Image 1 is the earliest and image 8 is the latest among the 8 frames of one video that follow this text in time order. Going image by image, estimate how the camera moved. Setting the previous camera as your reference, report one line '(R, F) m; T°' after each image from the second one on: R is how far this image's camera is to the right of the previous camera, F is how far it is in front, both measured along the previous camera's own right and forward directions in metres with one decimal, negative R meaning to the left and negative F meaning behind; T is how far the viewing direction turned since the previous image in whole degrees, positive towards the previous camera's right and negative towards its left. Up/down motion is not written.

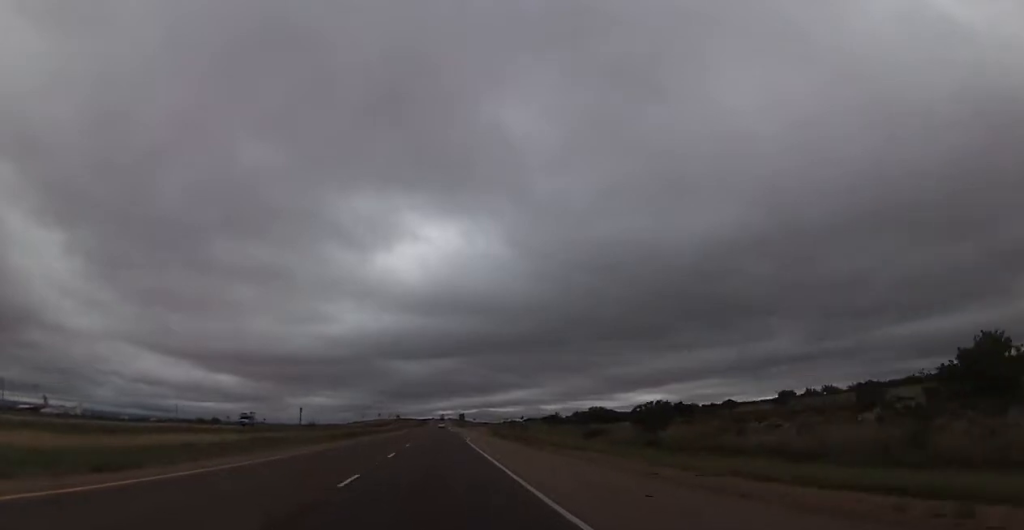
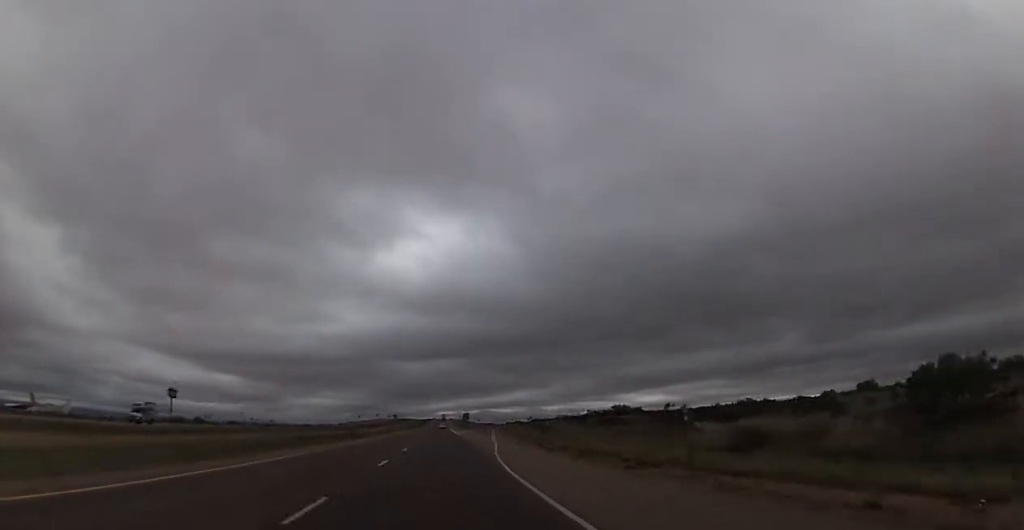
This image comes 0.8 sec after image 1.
(0.0, +29.2) m; 0°
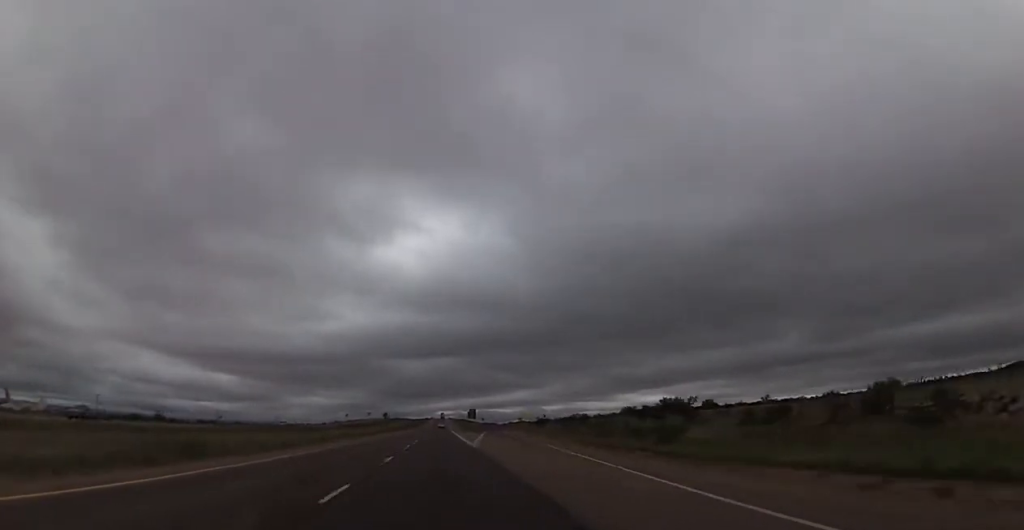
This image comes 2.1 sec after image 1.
(+0.4, +46.2) m; 0°
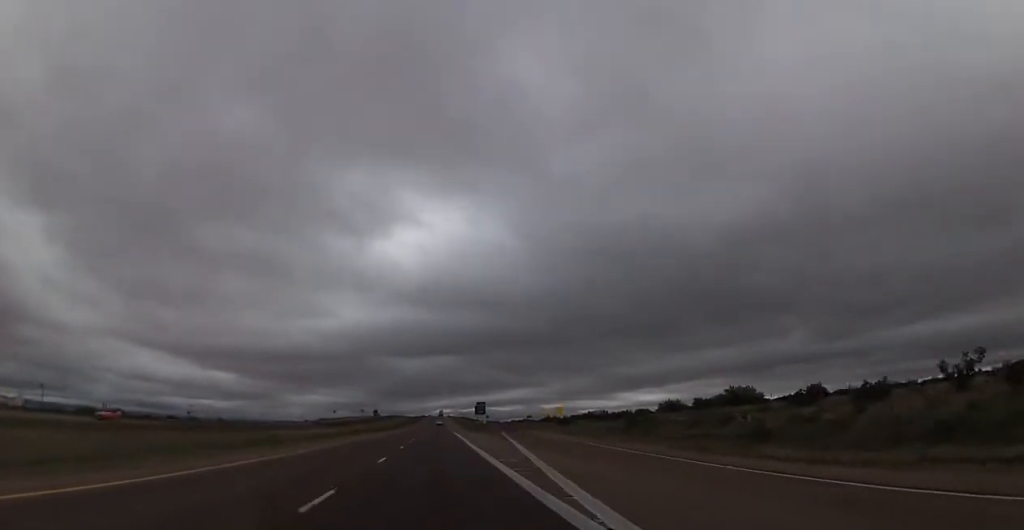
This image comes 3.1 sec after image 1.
(0.0, +37.8) m; 0°
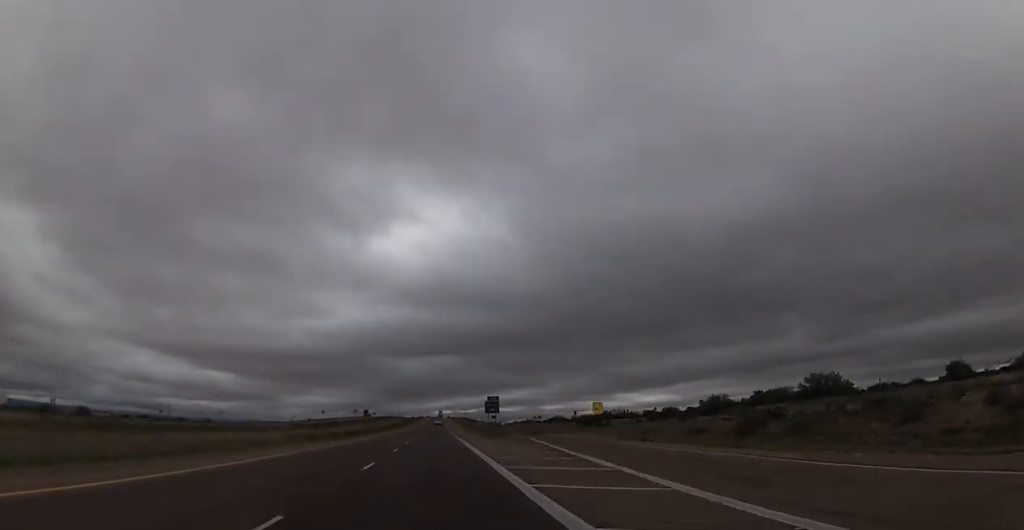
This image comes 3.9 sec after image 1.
(0.0, +28.0) m; 0°
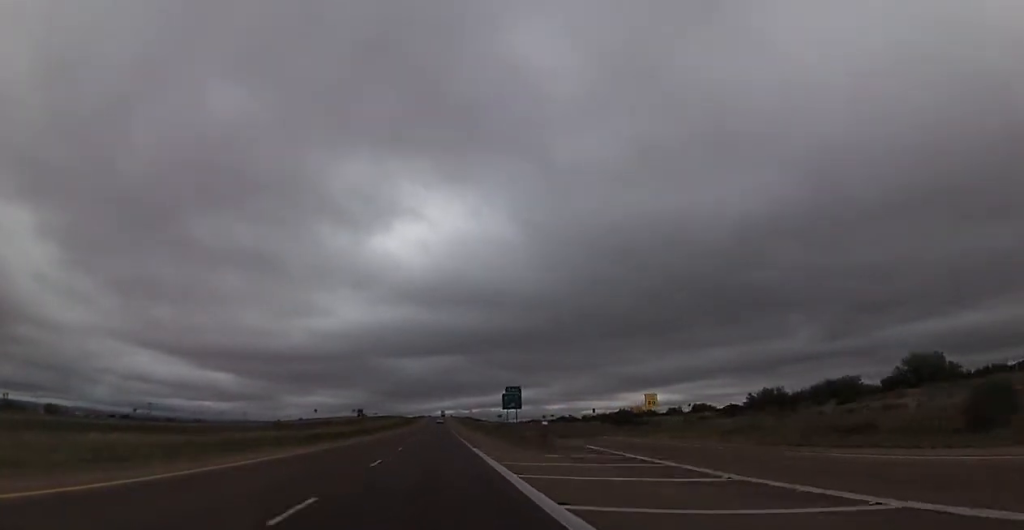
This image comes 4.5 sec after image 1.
(+0.1, +22.0) m; 0°
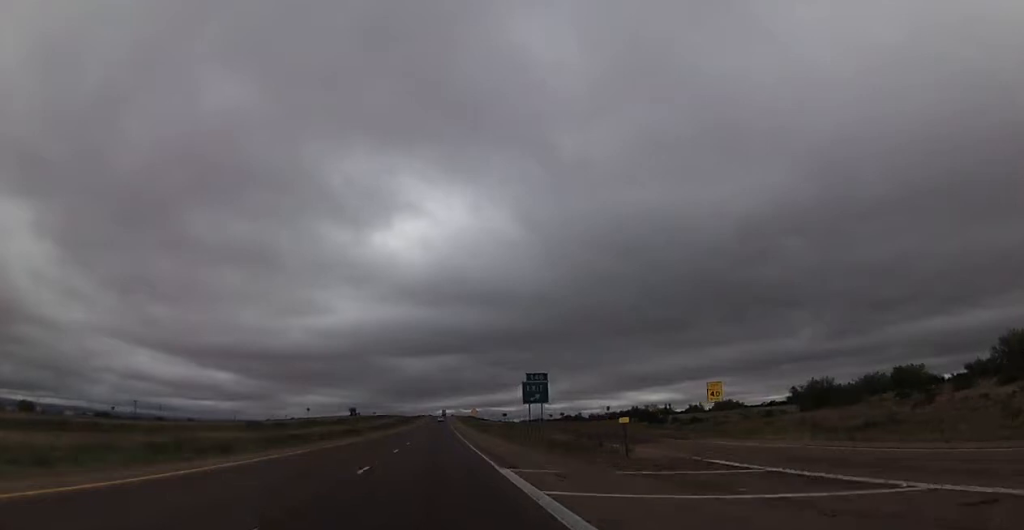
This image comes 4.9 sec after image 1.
(-0.2, +15.8) m; 0°
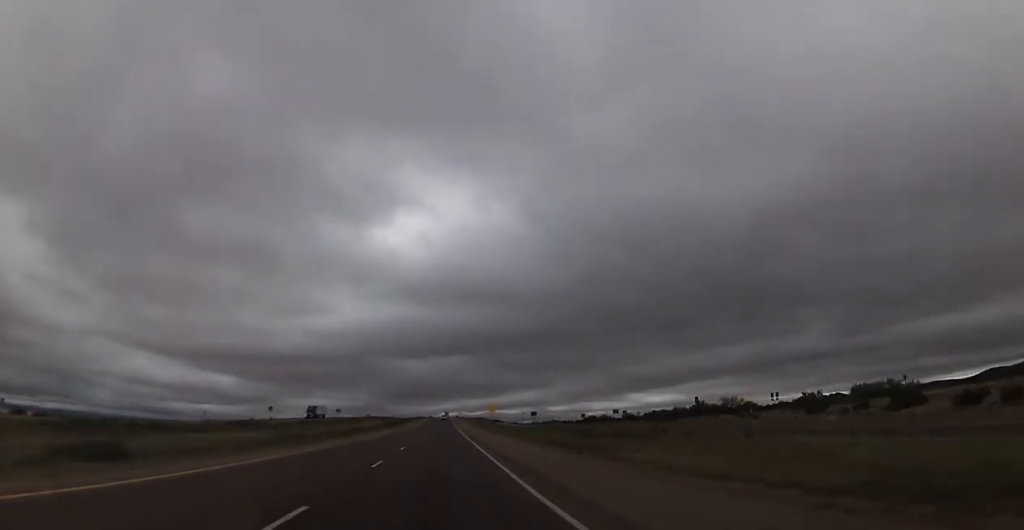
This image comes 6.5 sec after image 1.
(+0.3, +58.3) m; +1°
